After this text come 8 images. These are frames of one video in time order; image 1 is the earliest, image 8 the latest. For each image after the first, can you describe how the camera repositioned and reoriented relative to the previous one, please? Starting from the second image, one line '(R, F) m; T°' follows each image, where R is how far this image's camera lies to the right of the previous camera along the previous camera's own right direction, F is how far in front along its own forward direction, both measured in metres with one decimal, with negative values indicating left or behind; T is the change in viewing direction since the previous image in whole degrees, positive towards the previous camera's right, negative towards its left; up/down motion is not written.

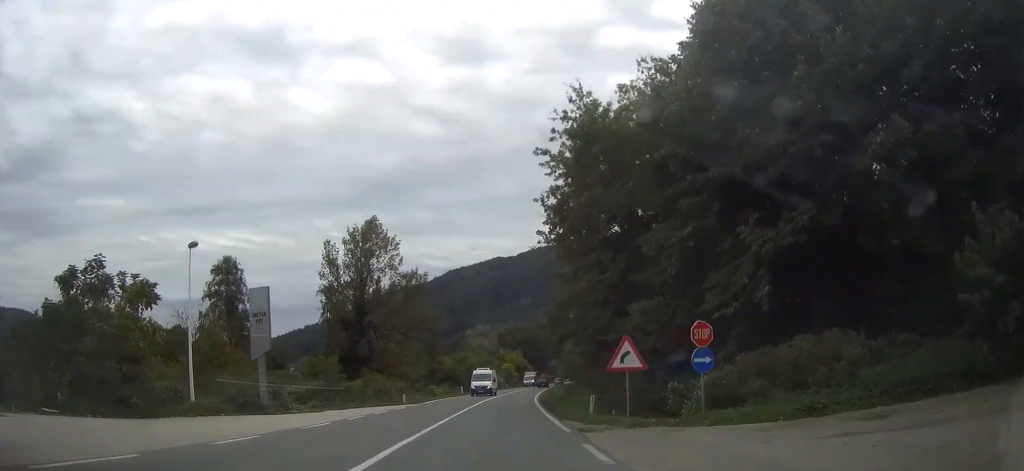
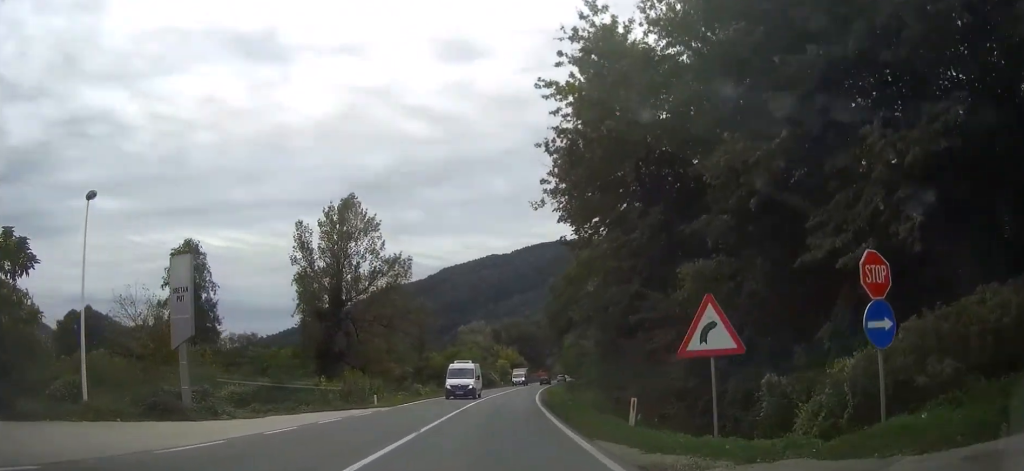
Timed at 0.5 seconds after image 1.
(+0.1, +8.5) m; +1°
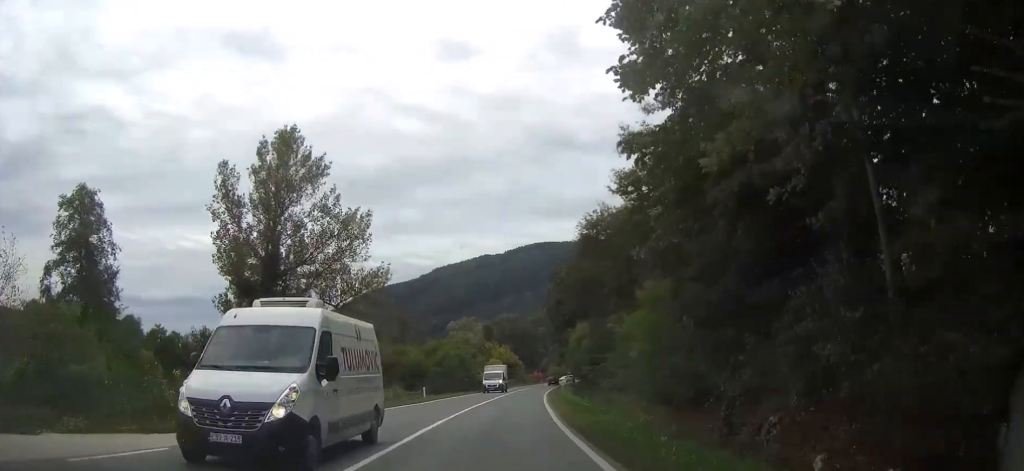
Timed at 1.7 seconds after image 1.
(0.0, +18.0) m; +1°
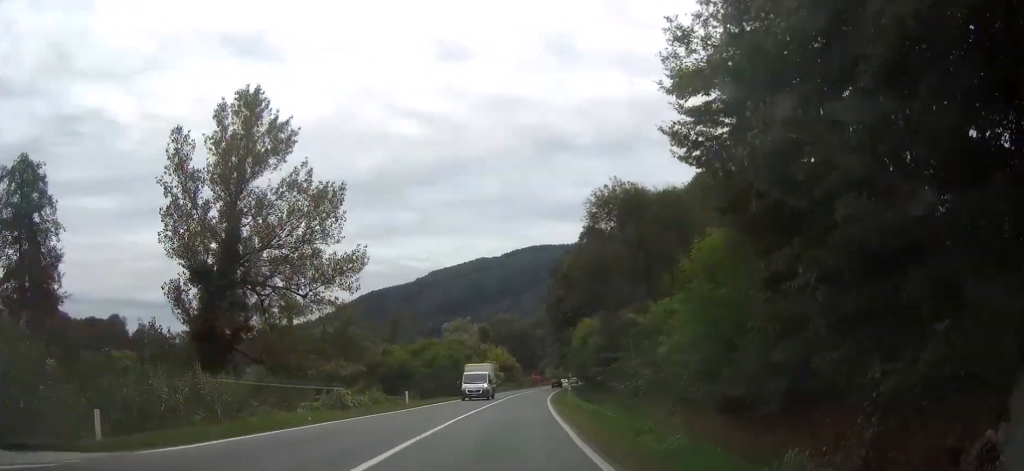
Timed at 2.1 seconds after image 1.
(0.0, +7.4) m; 0°
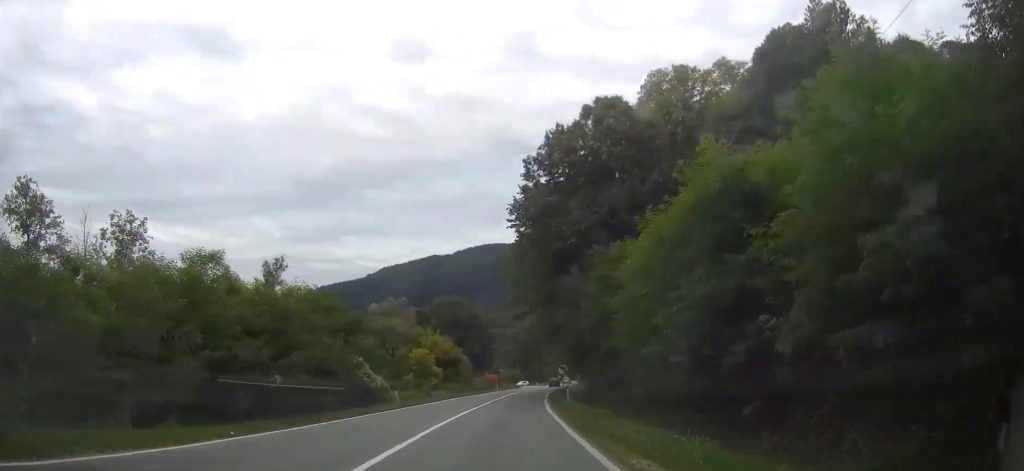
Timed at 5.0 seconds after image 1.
(+1.5, +45.4) m; +4°
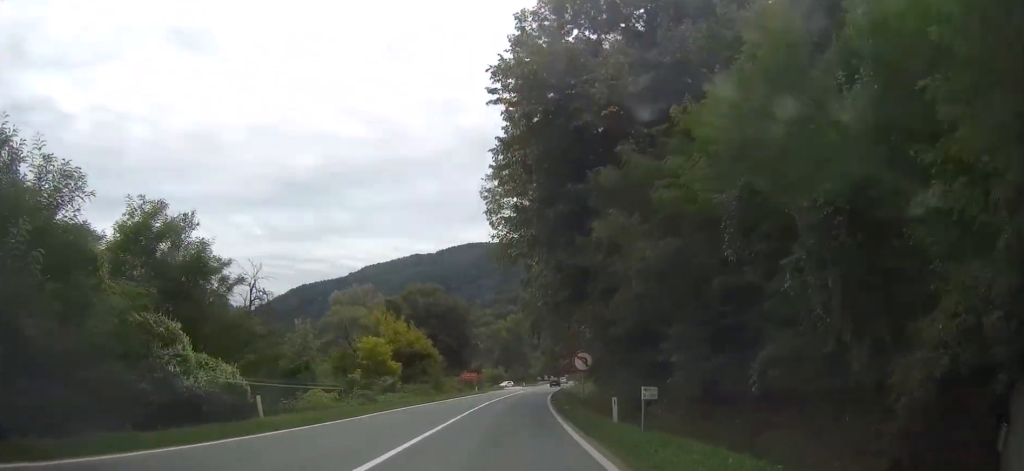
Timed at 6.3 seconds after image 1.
(+0.2, +20.9) m; +1°
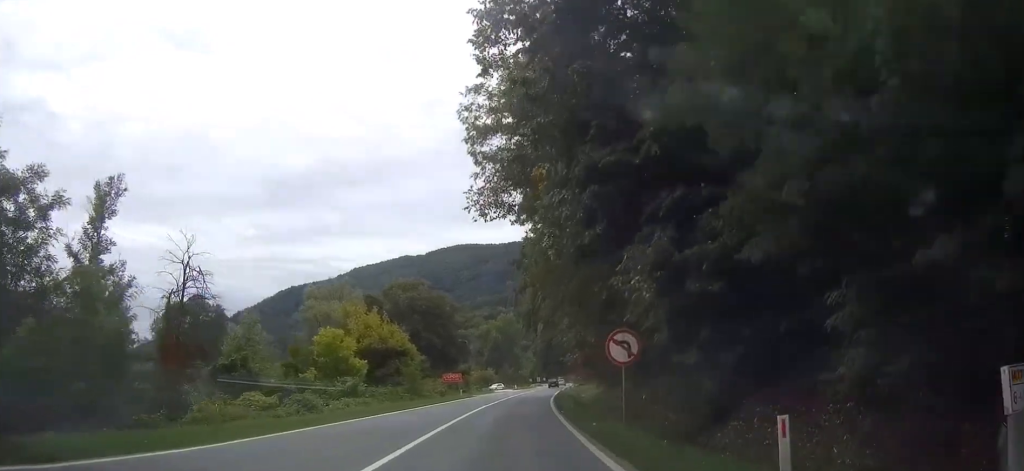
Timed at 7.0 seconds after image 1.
(+0.1, +11.6) m; +1°
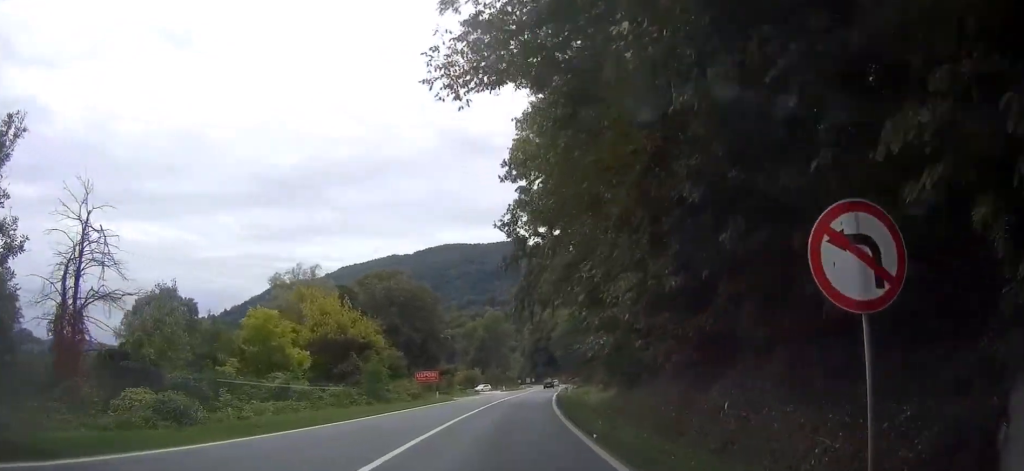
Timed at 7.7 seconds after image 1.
(+0.1, +12.3) m; +1°
